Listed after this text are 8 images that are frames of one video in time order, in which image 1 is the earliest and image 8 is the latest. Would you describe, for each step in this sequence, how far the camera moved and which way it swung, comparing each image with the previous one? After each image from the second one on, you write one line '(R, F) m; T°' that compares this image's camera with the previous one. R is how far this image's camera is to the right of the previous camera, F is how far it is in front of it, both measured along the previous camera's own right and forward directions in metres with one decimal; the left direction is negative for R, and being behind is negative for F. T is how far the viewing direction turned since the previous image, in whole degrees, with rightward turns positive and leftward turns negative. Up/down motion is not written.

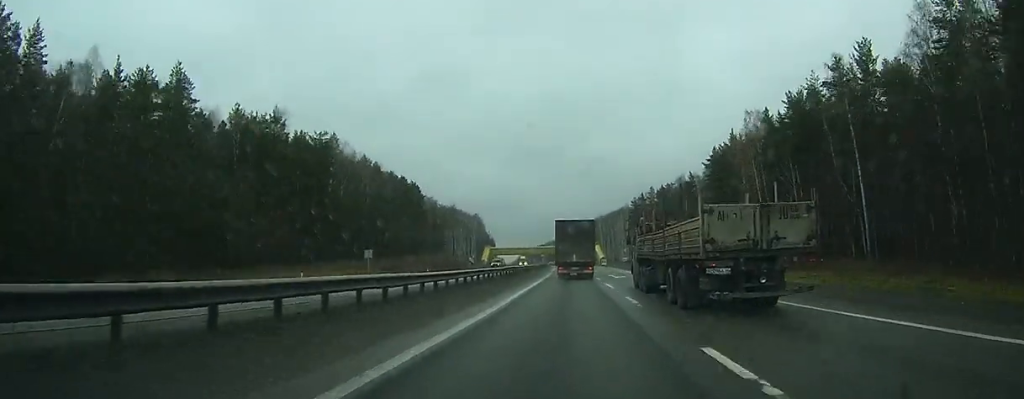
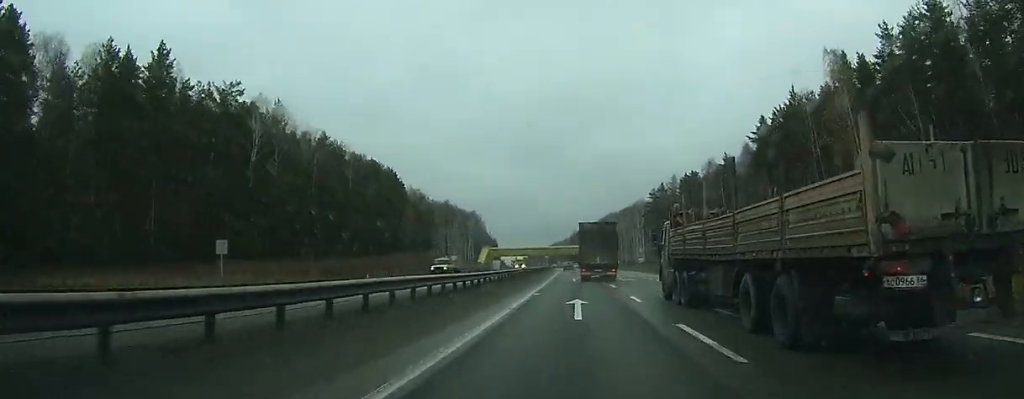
(0.0, +31.5) m; 0°
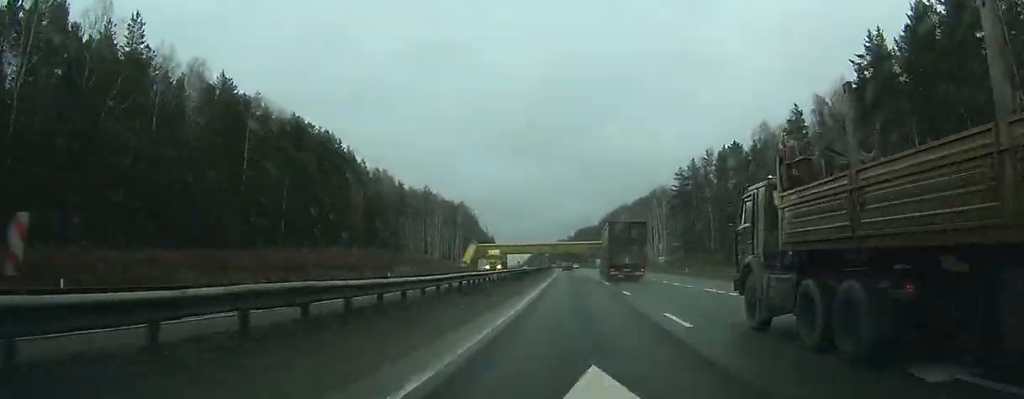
(0.0, +41.5) m; +1°
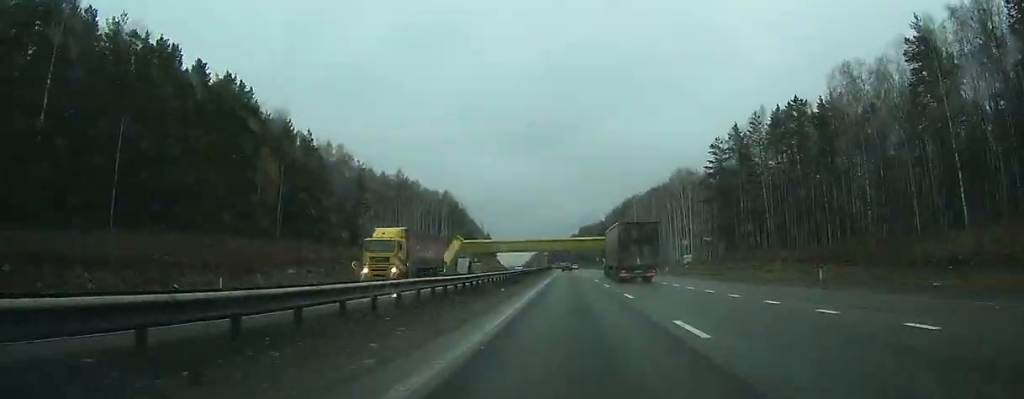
(-0.9, +35.3) m; +3°
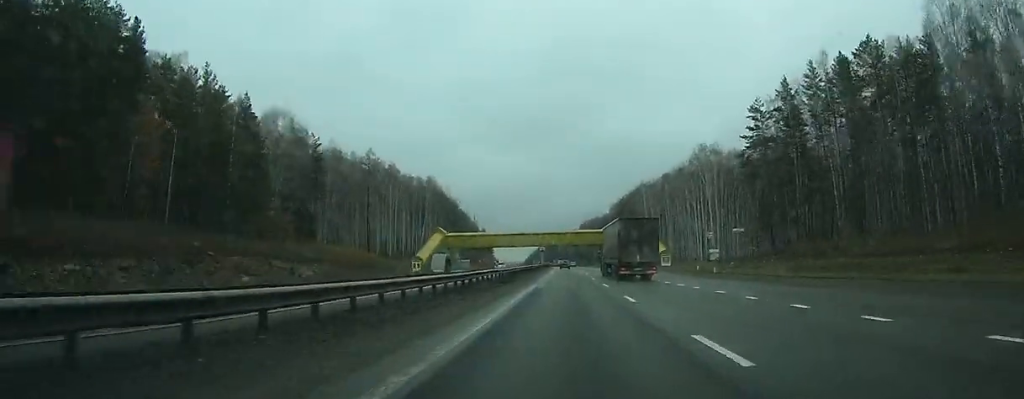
(+1.5, +19.4) m; -2°
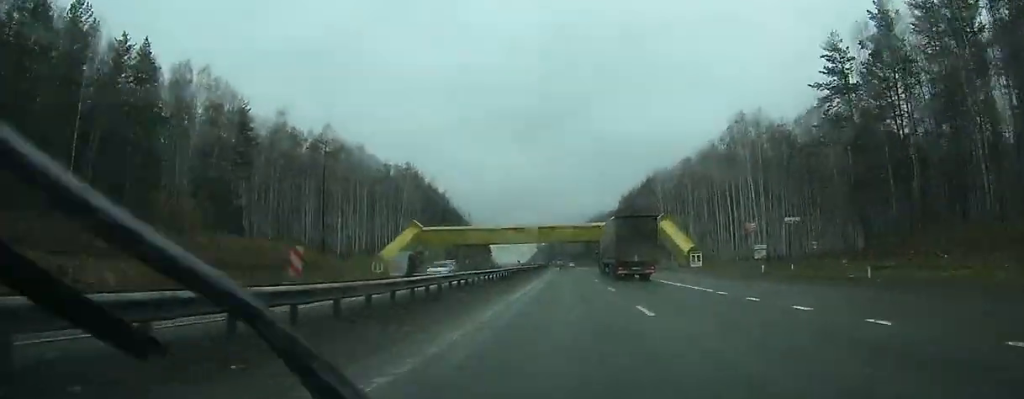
(+3.3, +18.7) m; -3°
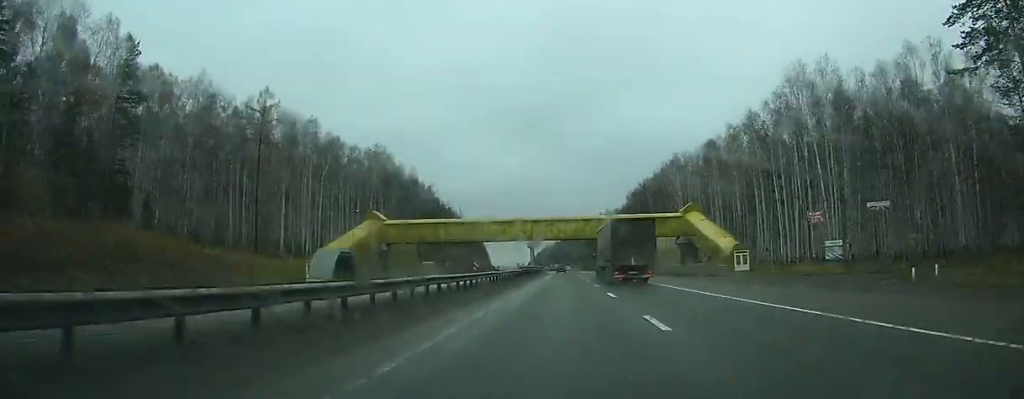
(-3.0, +29.7) m; -3°
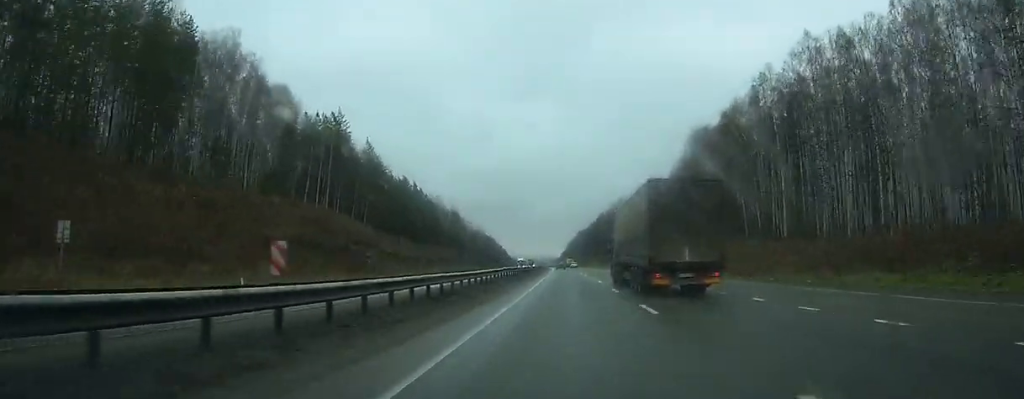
(-10.5, +247.0) m; -3°
